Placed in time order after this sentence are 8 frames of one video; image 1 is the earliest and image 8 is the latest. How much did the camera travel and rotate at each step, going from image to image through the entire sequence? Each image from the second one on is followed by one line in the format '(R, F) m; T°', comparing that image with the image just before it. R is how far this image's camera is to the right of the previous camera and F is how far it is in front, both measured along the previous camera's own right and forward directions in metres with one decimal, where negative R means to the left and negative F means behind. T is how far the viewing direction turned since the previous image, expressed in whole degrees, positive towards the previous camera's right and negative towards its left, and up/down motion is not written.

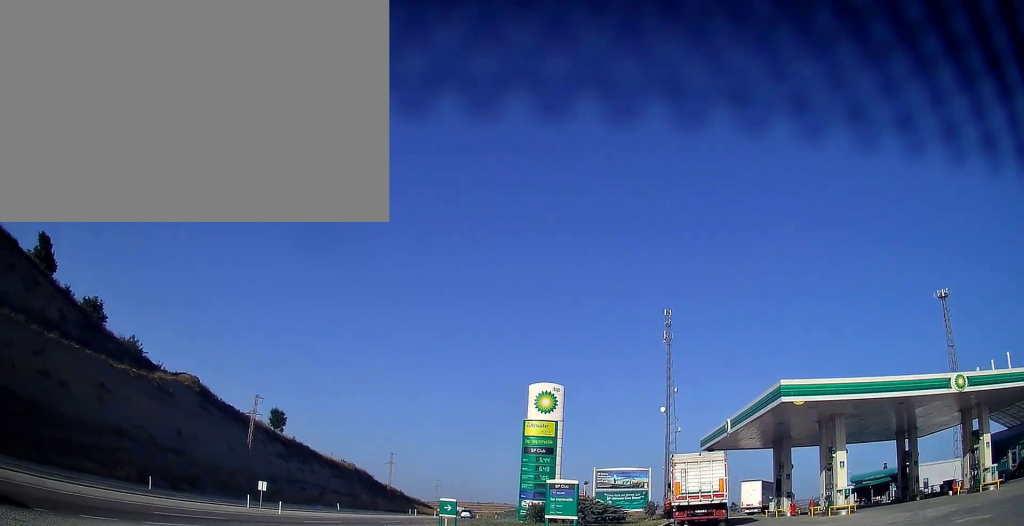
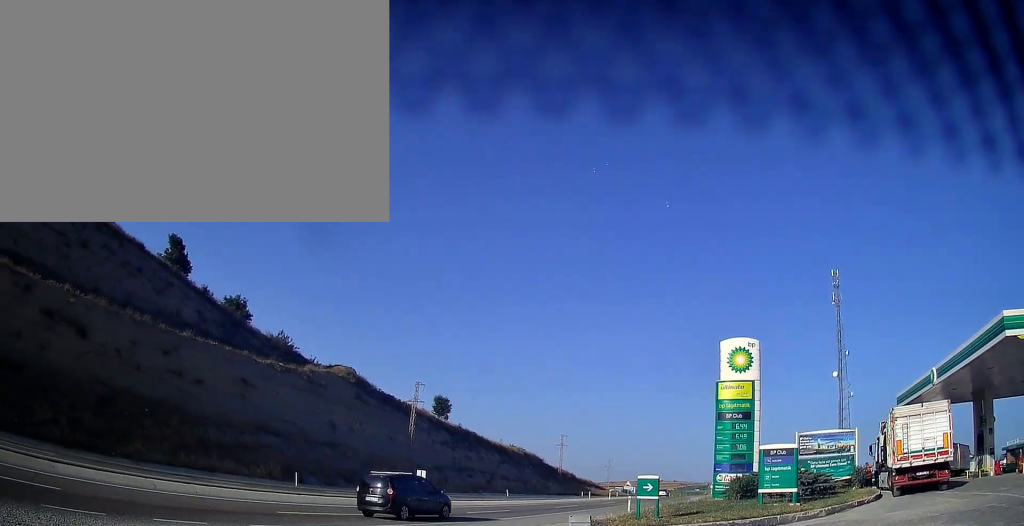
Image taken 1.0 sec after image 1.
(-0.6, +4.4) m; -17°
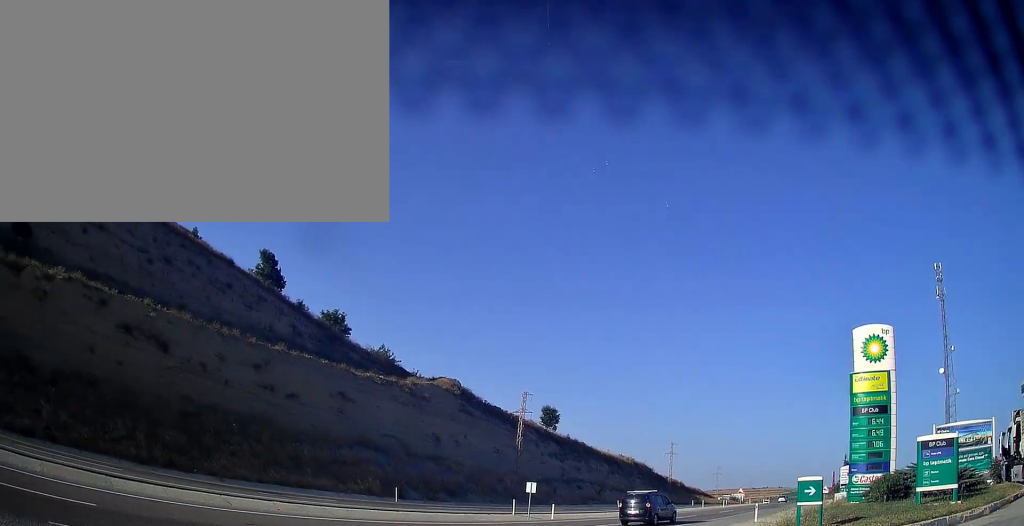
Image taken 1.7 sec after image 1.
(-0.3, +2.7) m; -8°
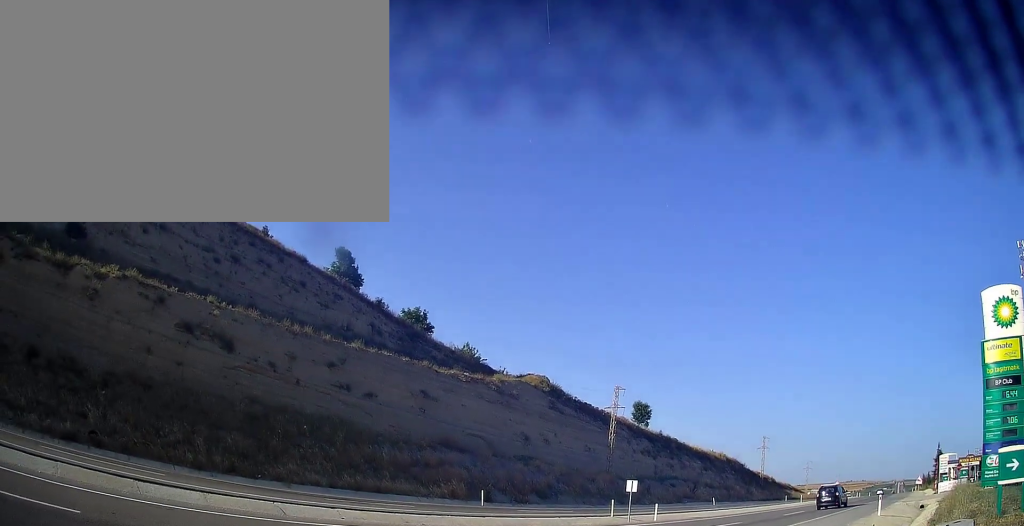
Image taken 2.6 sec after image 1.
(-0.3, +3.5) m; -4°
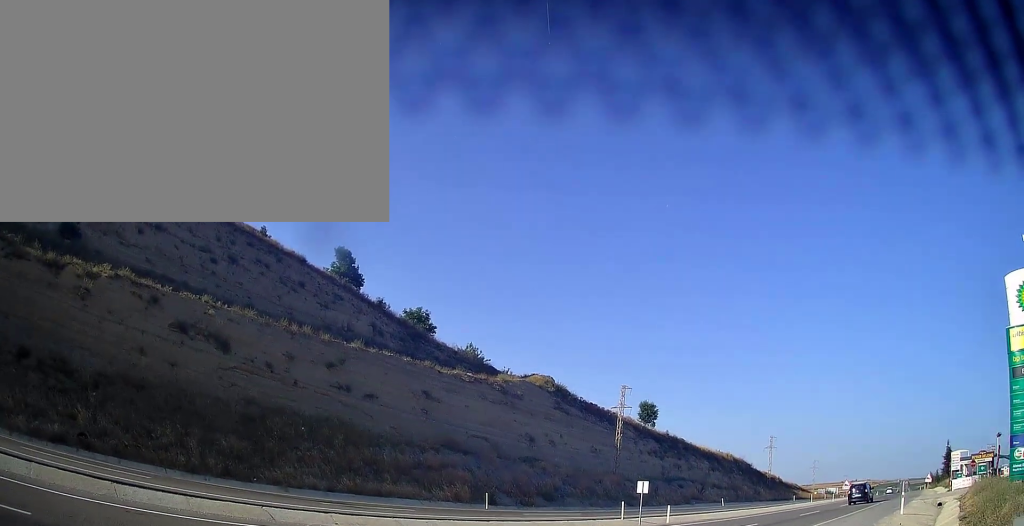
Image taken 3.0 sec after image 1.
(0.0, +1.5) m; +1°
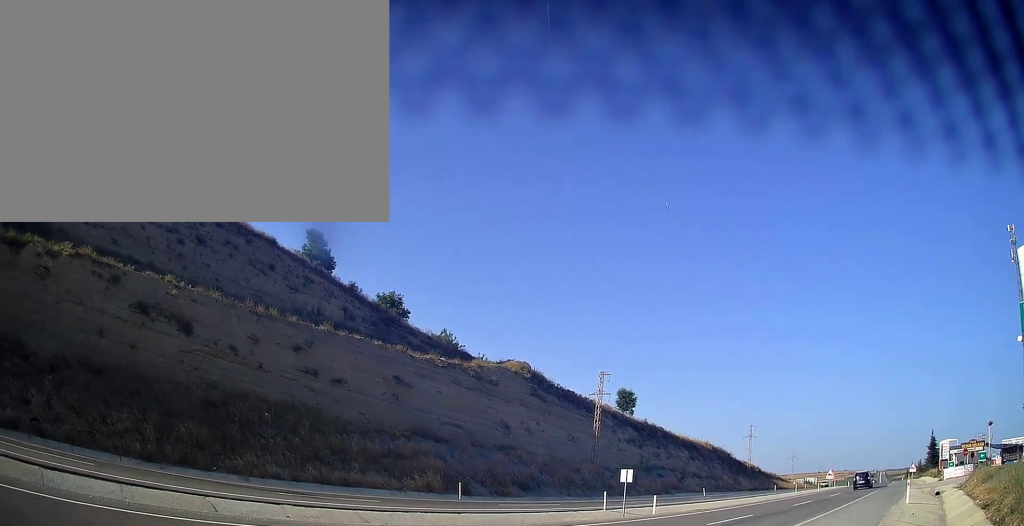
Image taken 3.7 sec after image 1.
(0.0, +2.2) m; +4°
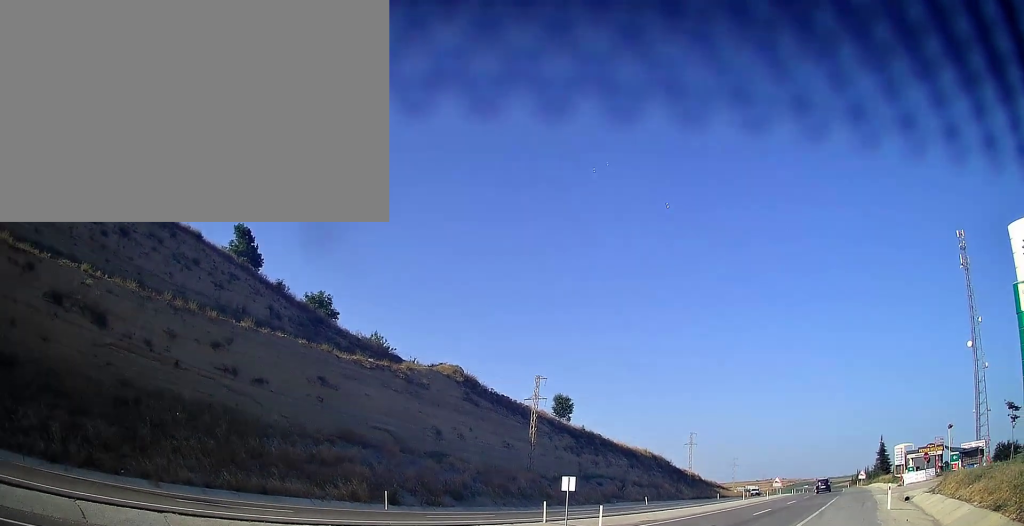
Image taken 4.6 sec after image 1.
(+0.1, +3.0) m; +8°
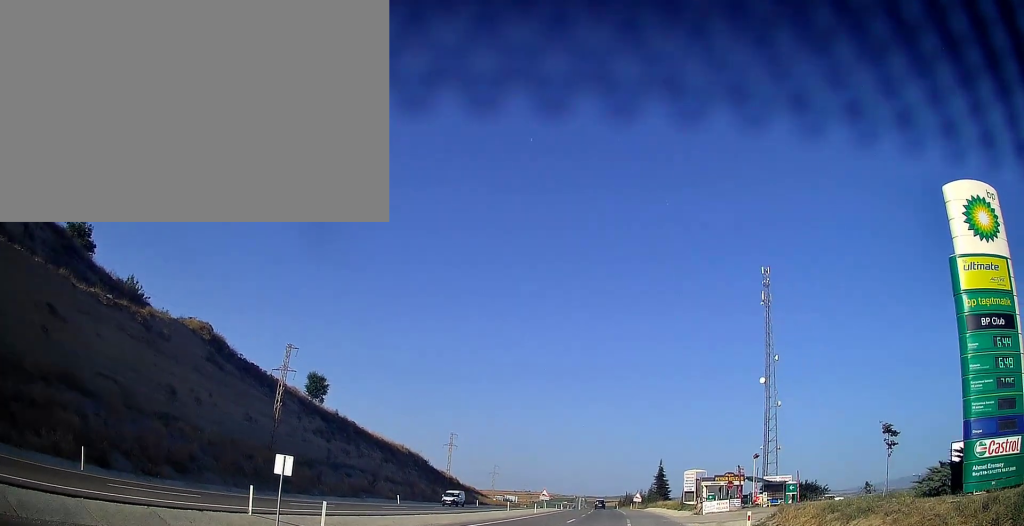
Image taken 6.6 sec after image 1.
(+1.6, +7.5) m; +21°
